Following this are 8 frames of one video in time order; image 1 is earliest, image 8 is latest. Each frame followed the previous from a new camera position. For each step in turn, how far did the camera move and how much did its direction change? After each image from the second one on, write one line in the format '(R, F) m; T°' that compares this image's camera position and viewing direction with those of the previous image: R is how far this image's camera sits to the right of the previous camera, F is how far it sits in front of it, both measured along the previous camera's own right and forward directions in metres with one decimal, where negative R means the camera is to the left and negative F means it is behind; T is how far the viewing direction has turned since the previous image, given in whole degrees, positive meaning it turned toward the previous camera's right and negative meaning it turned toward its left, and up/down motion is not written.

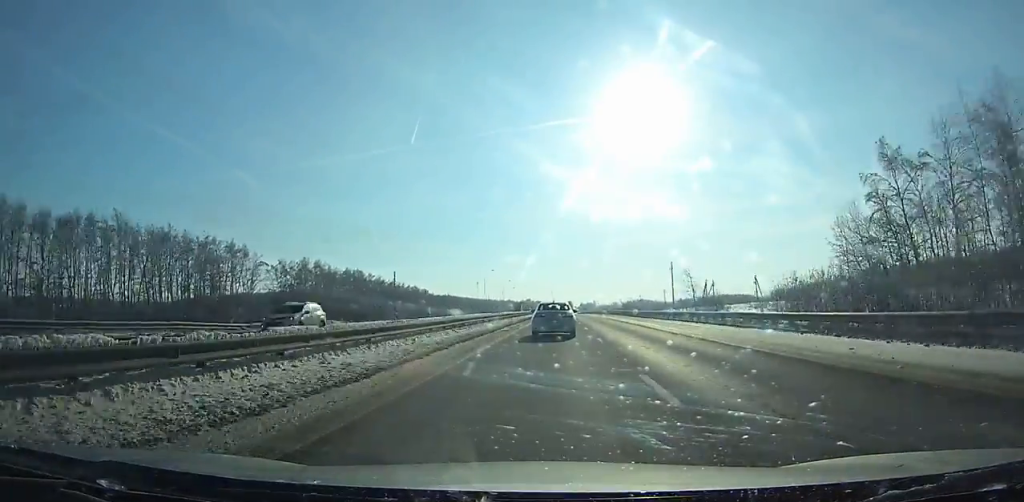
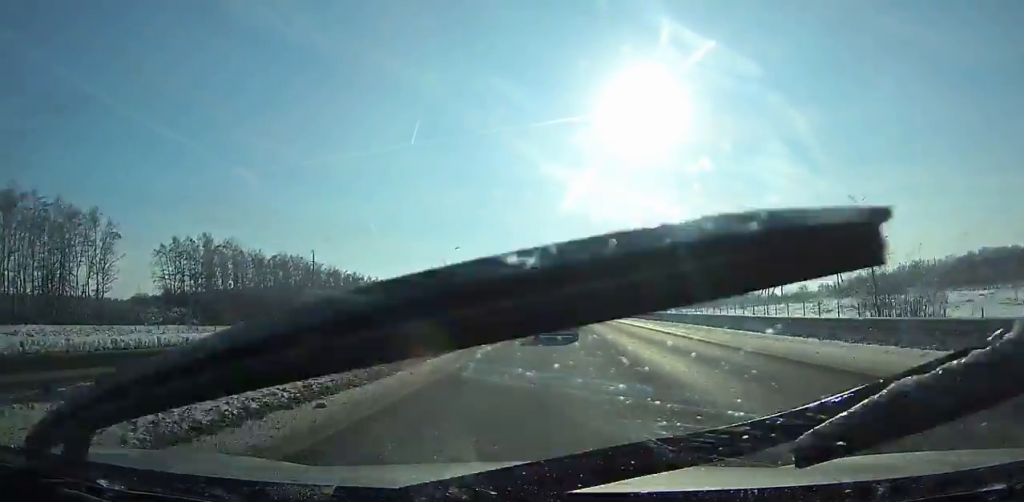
(0.0, +56.8) m; 0°
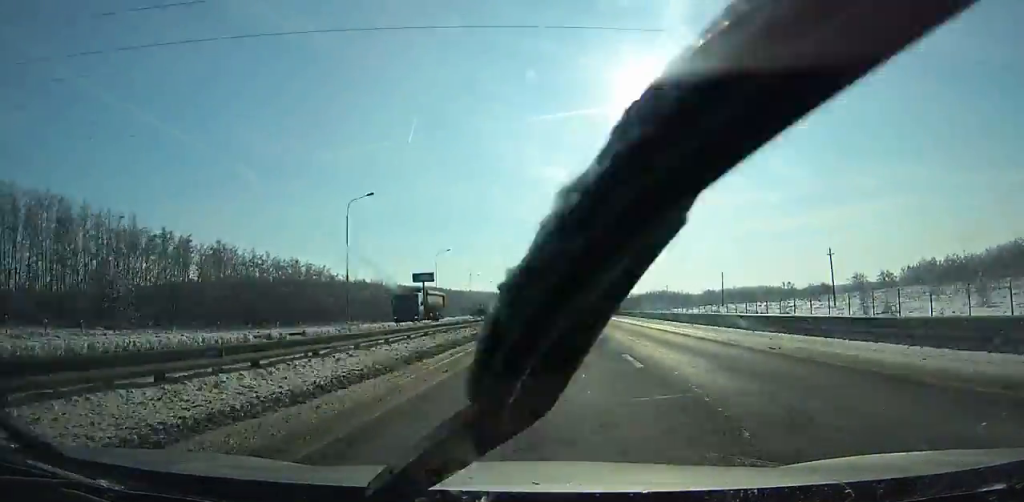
(+0.1, +94.7) m; 0°
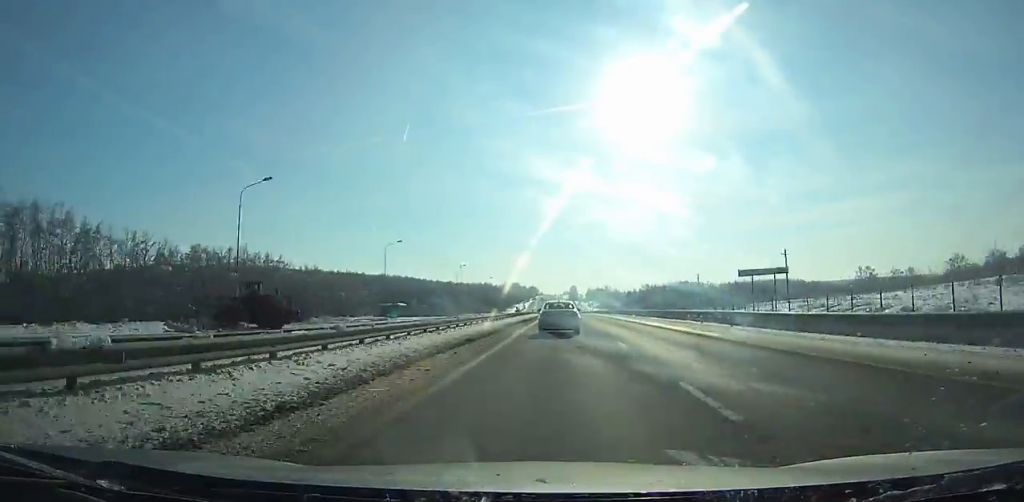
(-0.1, +114.3) m; 0°
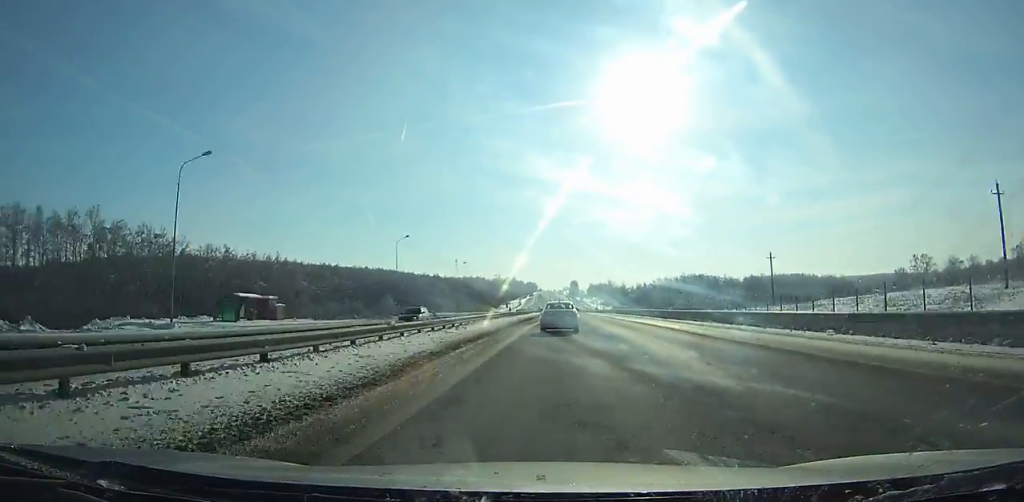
(0.0, +52.6) m; 0°
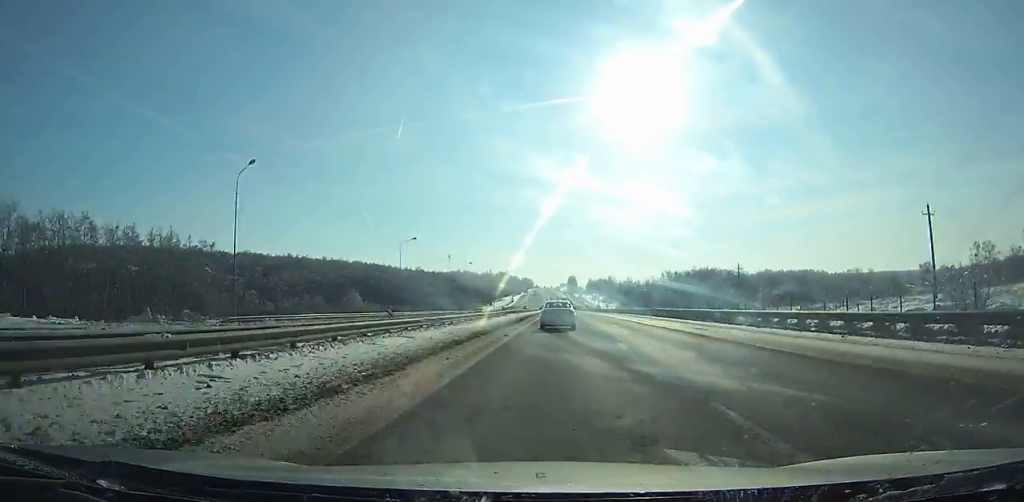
(0.0, +46.6) m; 0°
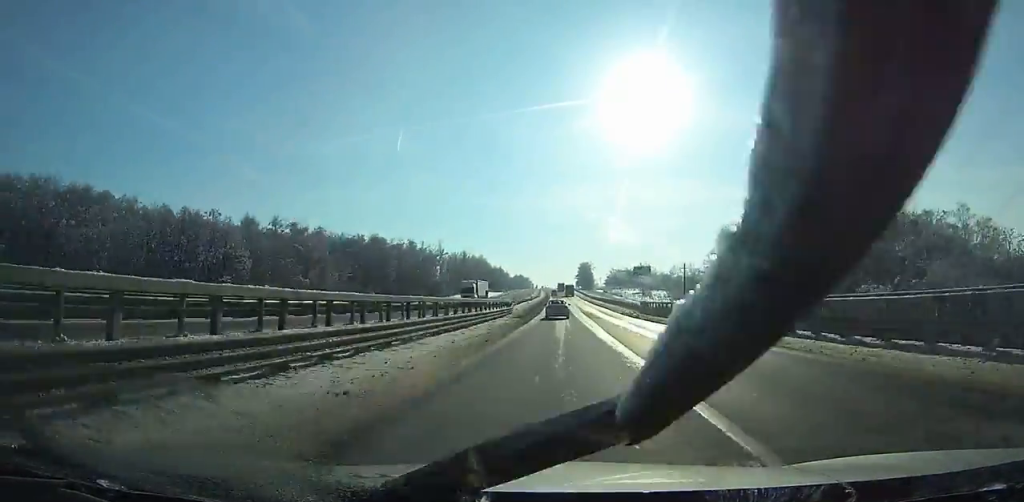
(-0.7, +217.2) m; 0°
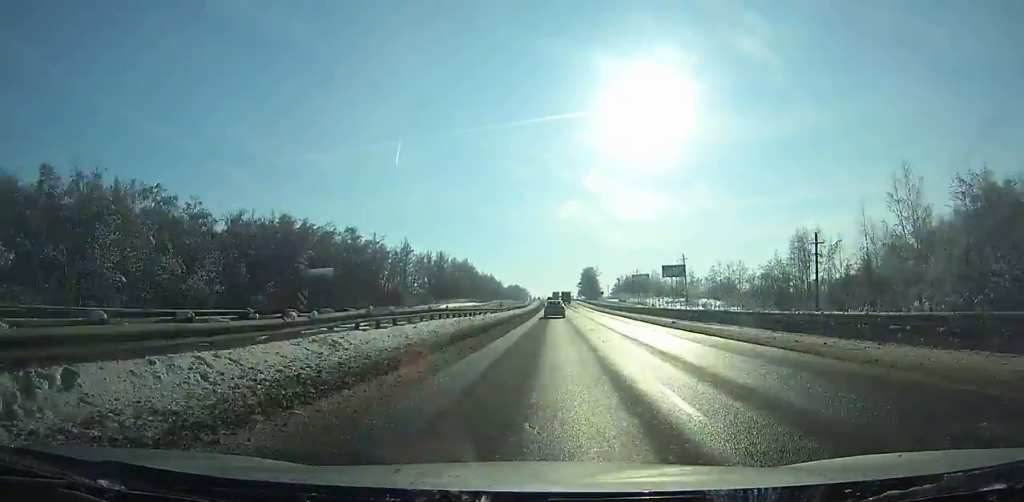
(+0.3, +57.2) m; 0°
